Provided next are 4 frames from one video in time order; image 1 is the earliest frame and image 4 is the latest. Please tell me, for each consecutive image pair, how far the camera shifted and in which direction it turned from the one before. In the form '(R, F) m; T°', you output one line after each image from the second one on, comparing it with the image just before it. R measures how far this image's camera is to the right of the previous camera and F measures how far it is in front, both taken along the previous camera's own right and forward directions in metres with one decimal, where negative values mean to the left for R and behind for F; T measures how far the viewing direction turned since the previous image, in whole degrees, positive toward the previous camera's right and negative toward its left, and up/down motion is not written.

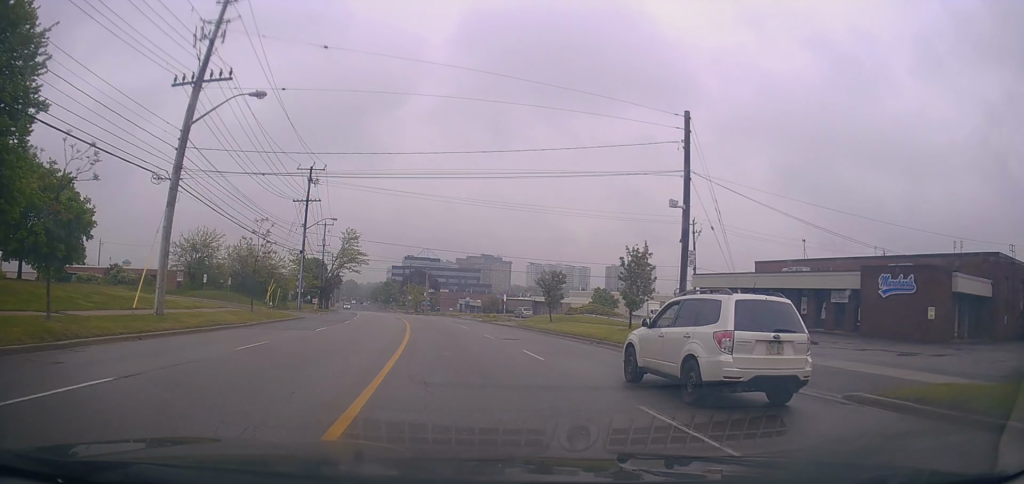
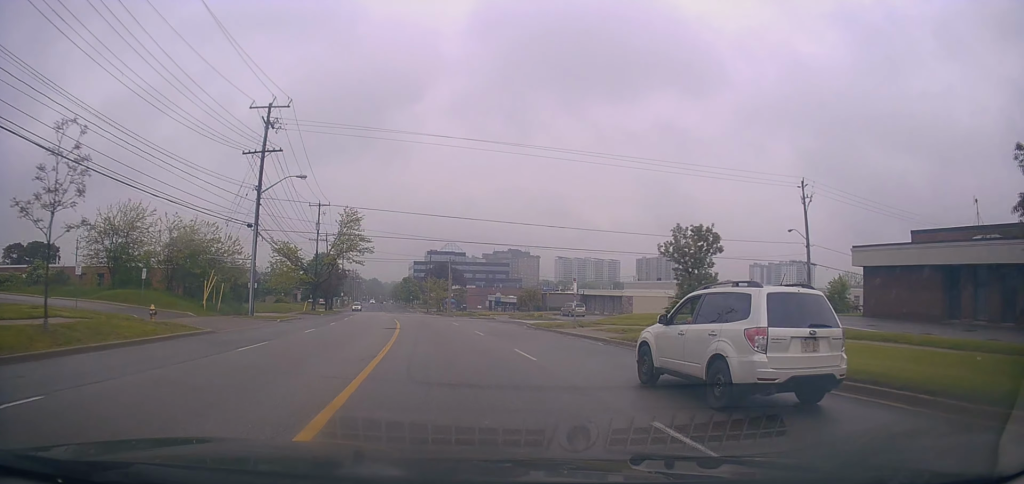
(-0.9, +20.2) m; -5°
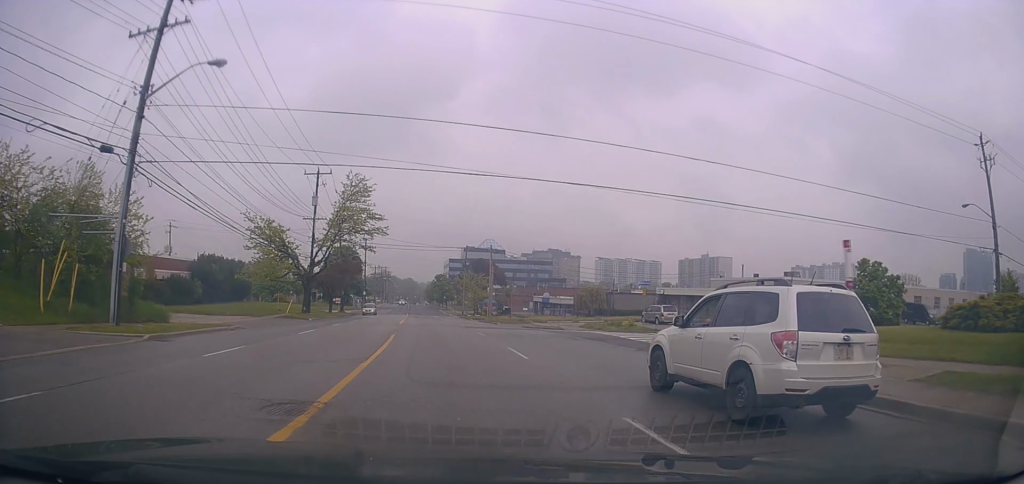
(-0.5, +19.1) m; -3°
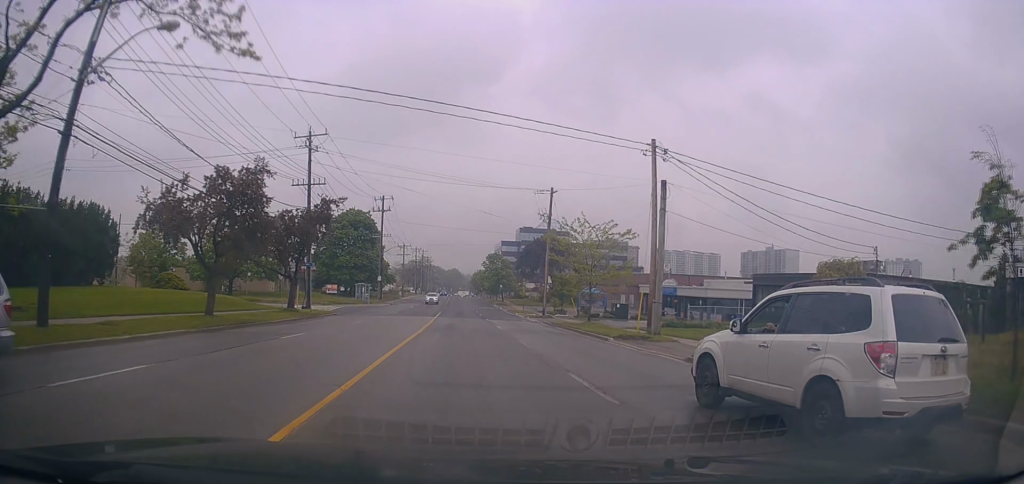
(-2.9, +43.9) m; -5°
